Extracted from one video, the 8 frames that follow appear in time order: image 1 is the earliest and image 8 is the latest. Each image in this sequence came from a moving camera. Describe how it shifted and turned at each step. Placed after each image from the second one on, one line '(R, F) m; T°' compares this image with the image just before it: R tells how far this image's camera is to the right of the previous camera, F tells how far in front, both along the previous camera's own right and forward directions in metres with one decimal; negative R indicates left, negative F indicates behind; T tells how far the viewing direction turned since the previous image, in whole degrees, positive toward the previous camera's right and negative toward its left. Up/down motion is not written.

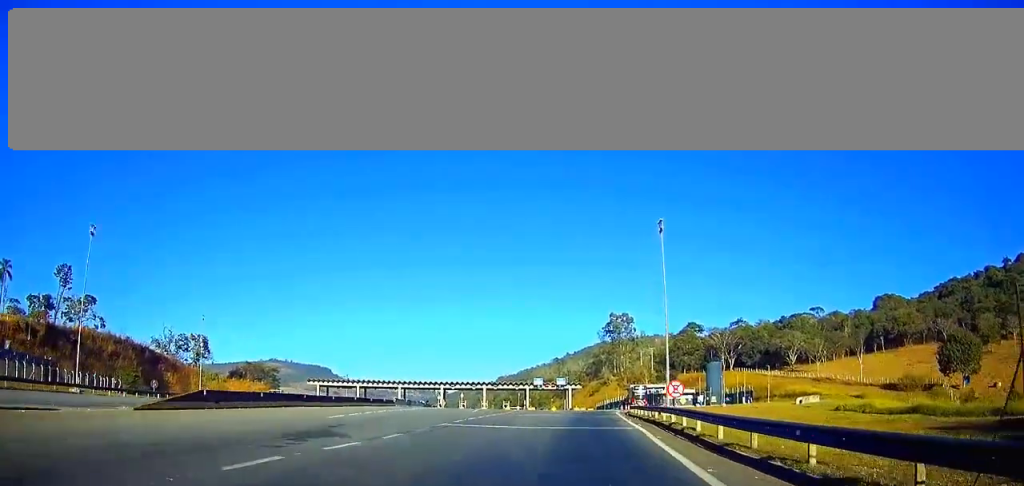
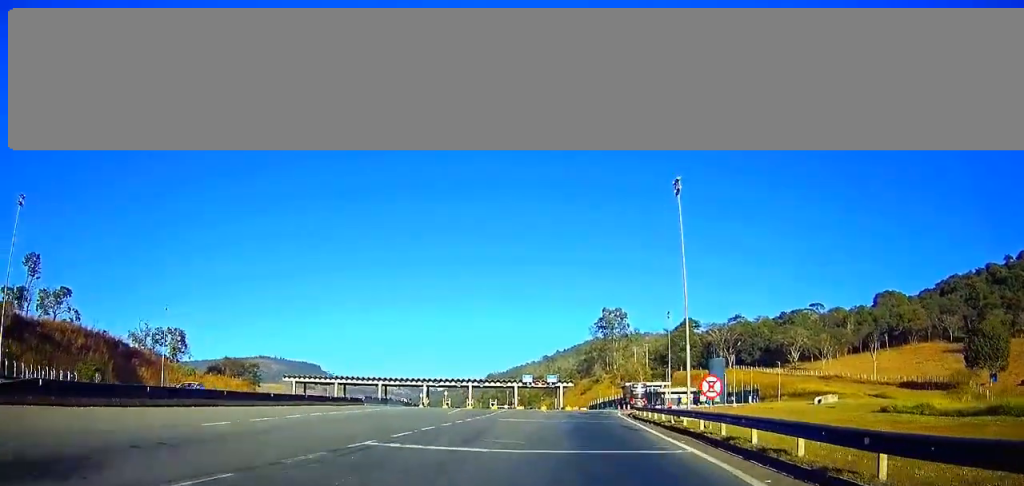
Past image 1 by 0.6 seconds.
(+0.1, +10.0) m; +1°
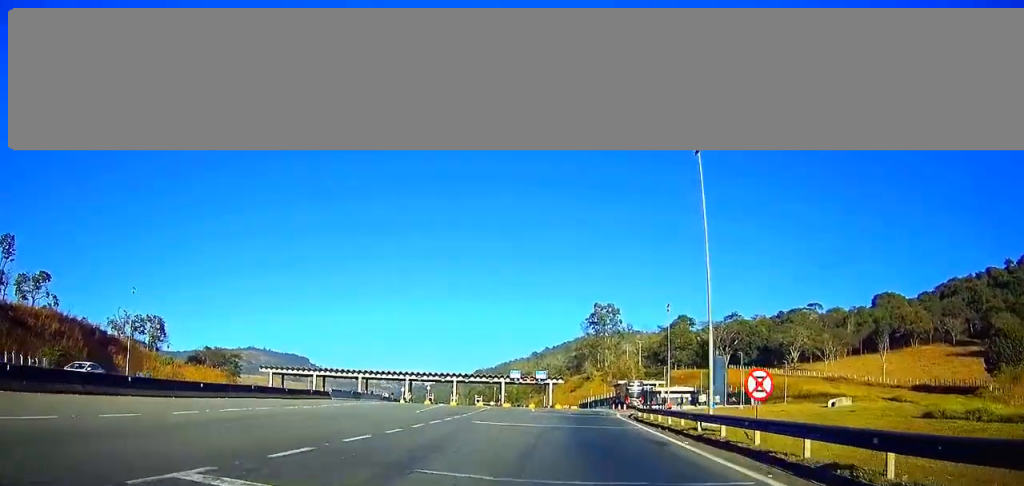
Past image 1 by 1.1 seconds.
(+0.1, +7.7) m; 0°
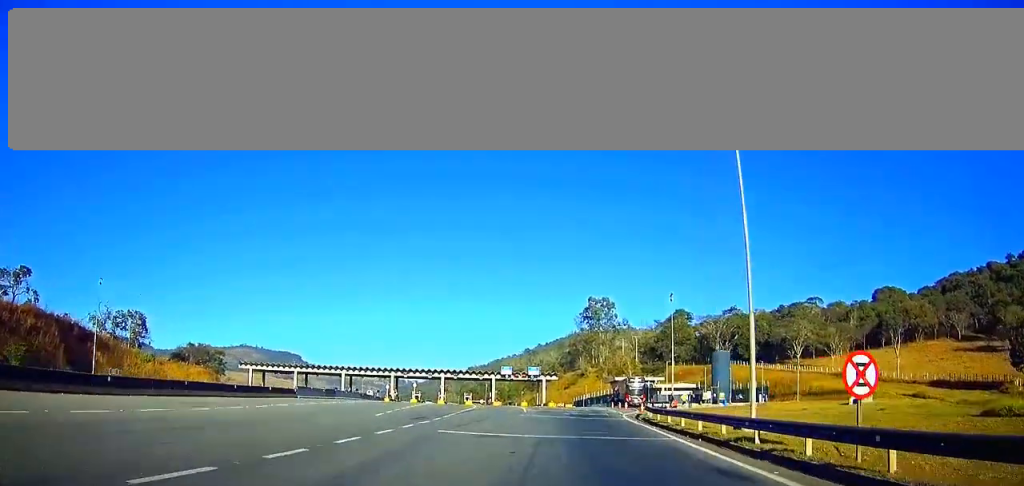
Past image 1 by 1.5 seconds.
(0.0, +7.5) m; 0°
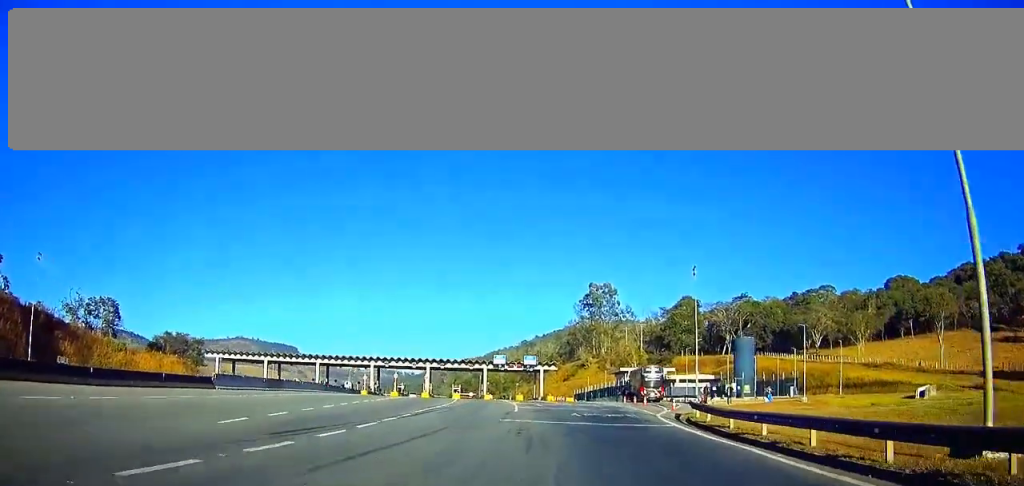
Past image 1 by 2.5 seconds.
(0.0, +14.8) m; 0°
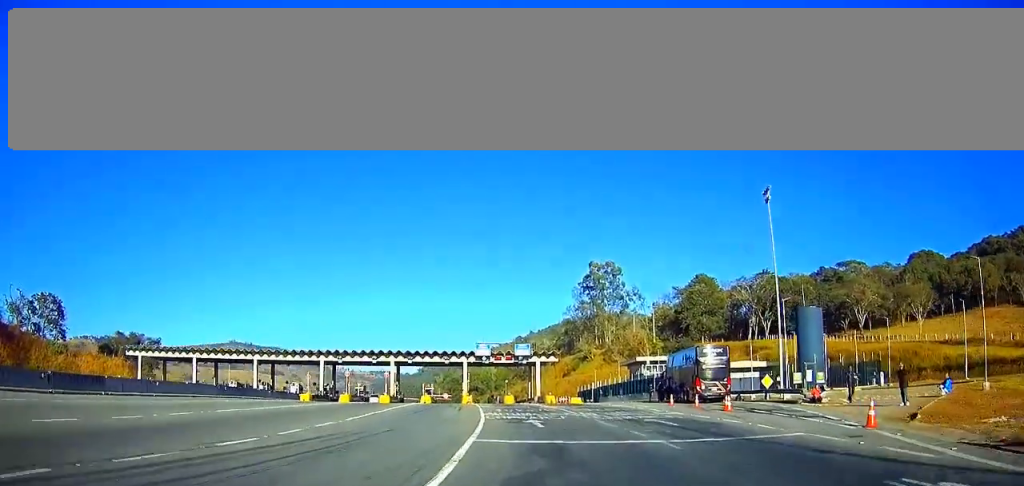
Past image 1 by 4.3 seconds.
(+0.4, +27.0) m; 0°
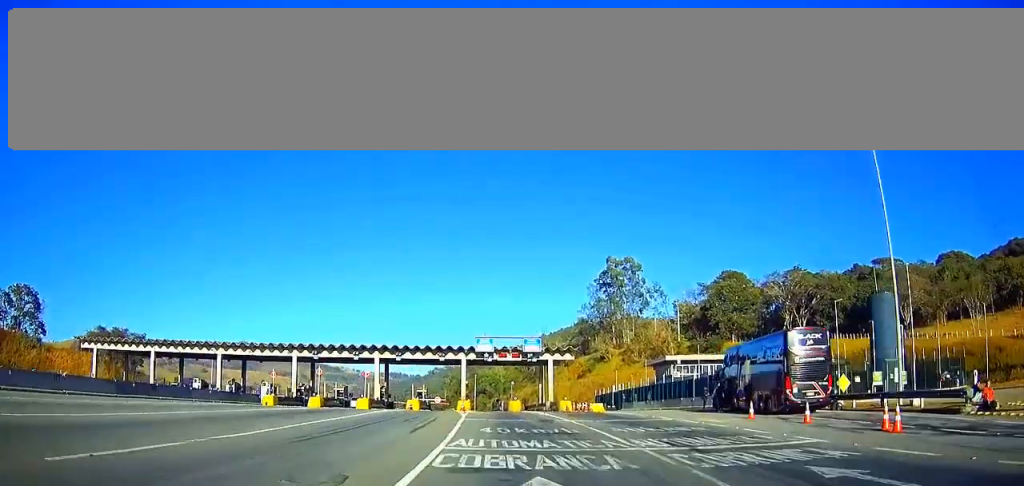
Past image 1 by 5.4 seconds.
(-0.4, +15.3) m; -2°
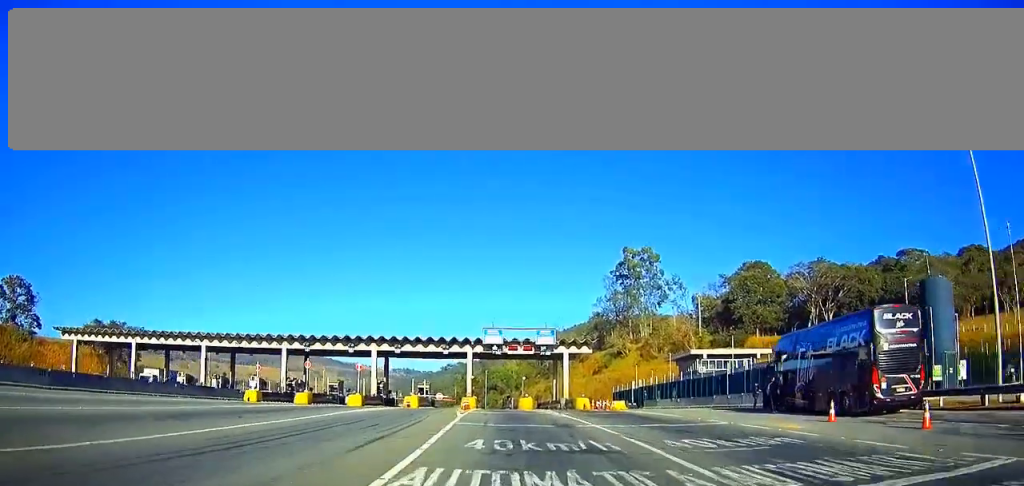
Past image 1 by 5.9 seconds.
(0.0, +7.4) m; -1°
